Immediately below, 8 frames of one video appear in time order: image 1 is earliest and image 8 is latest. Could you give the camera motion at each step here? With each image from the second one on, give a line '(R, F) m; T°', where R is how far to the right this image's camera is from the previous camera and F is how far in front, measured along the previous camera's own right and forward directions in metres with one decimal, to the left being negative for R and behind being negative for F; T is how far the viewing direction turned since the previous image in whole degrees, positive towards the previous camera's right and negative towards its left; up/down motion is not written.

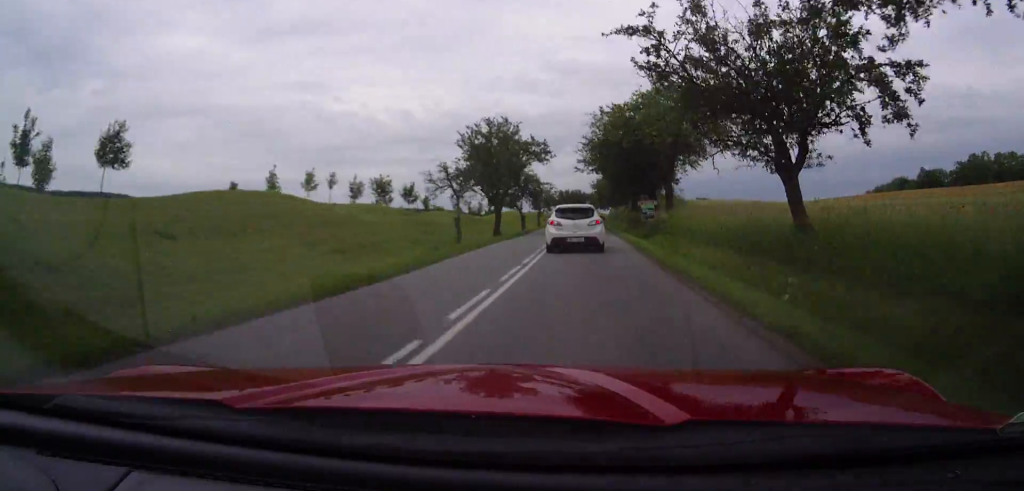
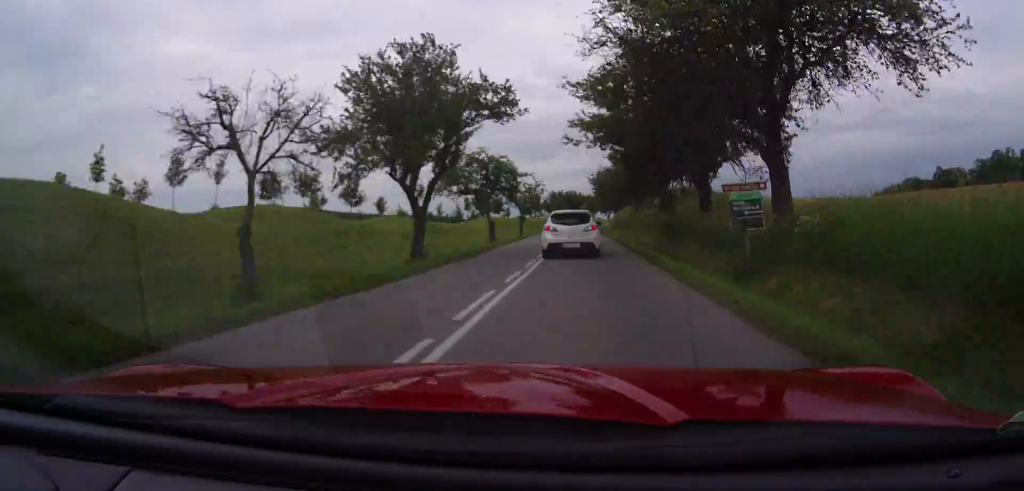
(0.0, +22.3) m; 0°
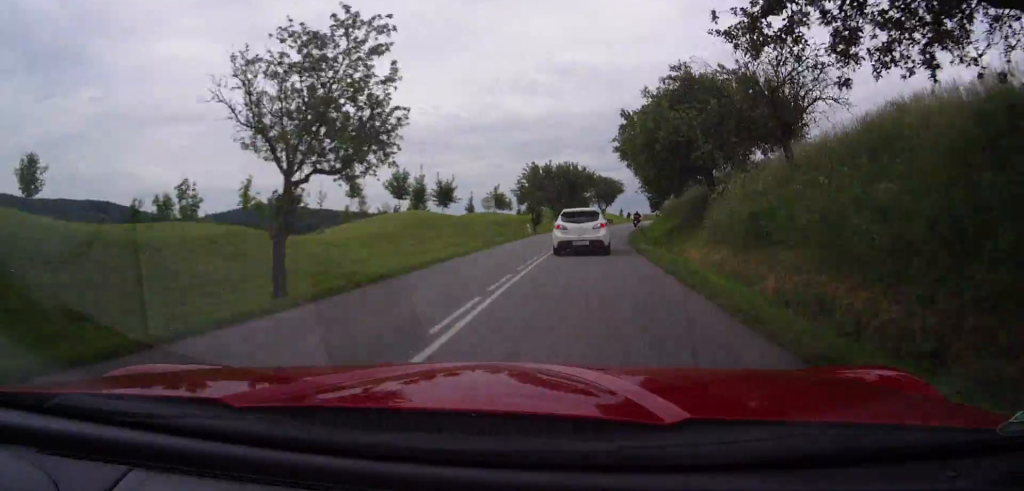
(+0.2, +58.0) m; +1°
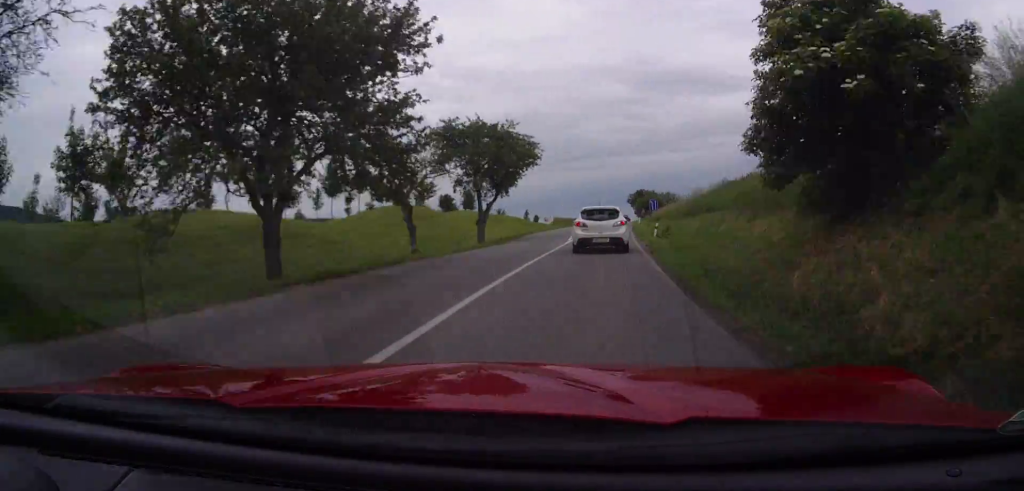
(+1.2, +53.1) m; +5°
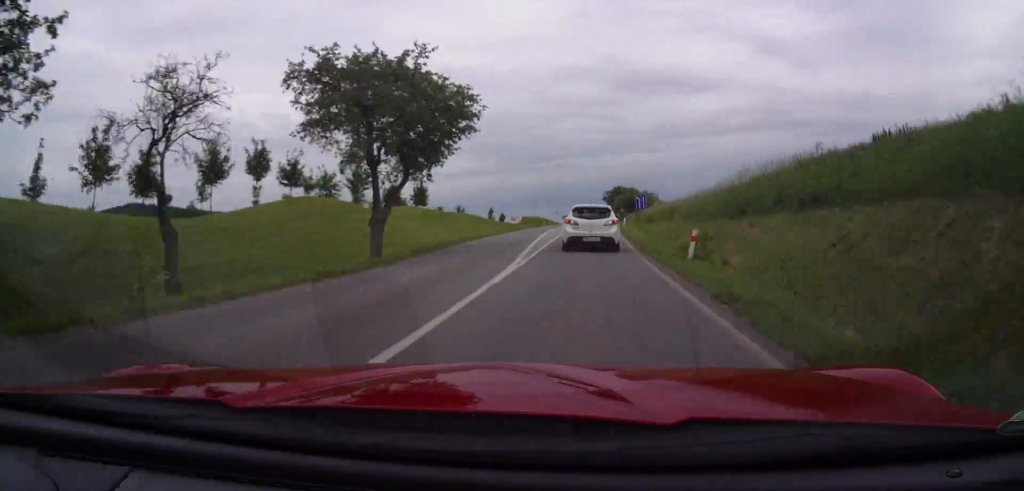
(+0.7, +15.3) m; +2°
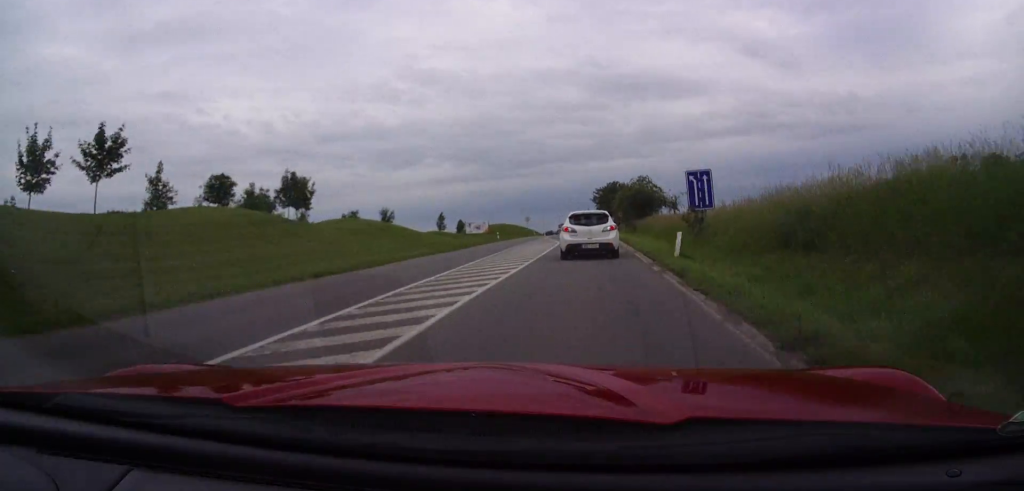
(+1.4, +37.6) m; +3°
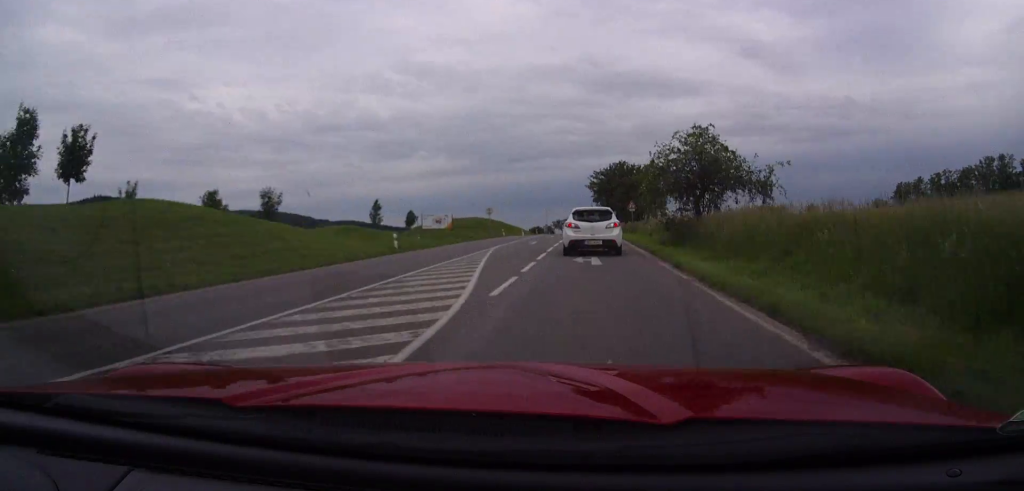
(+0.4, +31.2) m; +1°
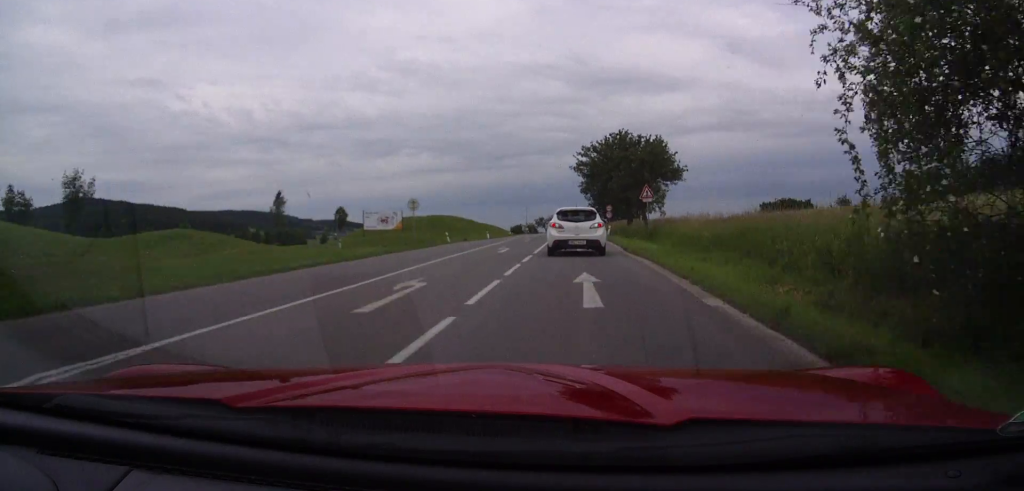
(+0.2, +23.2) m; +1°
